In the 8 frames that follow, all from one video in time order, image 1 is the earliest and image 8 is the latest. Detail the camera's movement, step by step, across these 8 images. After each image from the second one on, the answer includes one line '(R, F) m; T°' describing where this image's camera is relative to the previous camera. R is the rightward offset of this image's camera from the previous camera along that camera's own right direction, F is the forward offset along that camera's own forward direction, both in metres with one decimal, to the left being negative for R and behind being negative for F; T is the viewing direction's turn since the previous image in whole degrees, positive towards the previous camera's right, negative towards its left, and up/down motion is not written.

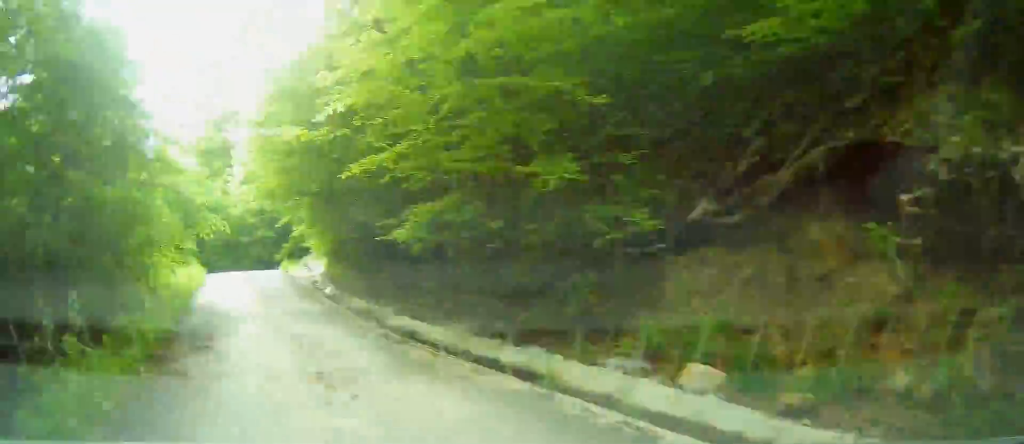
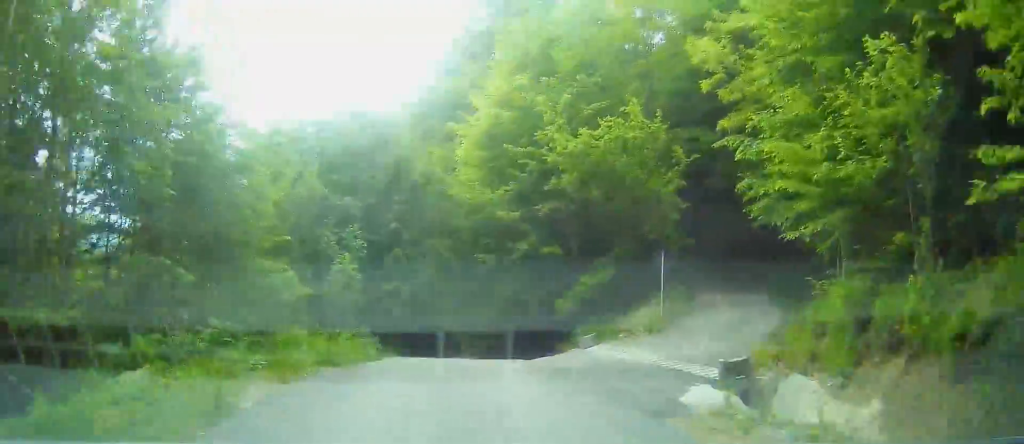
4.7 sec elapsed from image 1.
(-5.6, +28.8) m; -14°
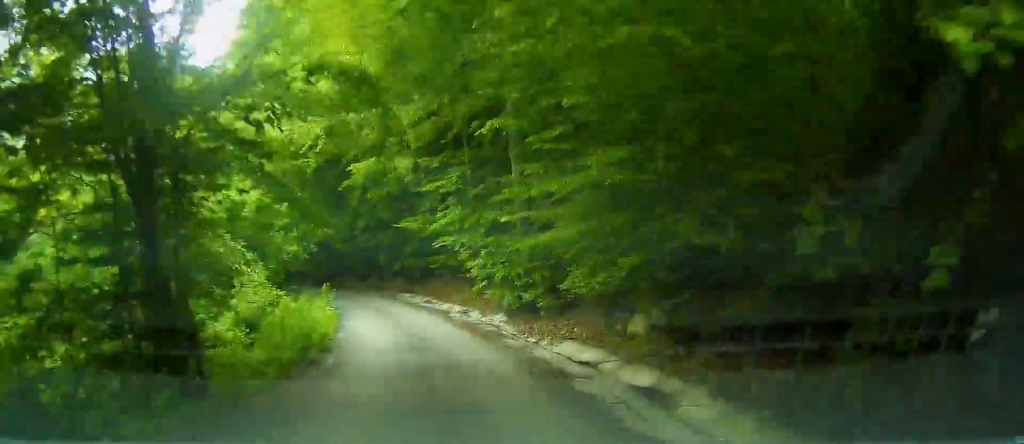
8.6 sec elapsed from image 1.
(-0.4, +27.1) m; -11°
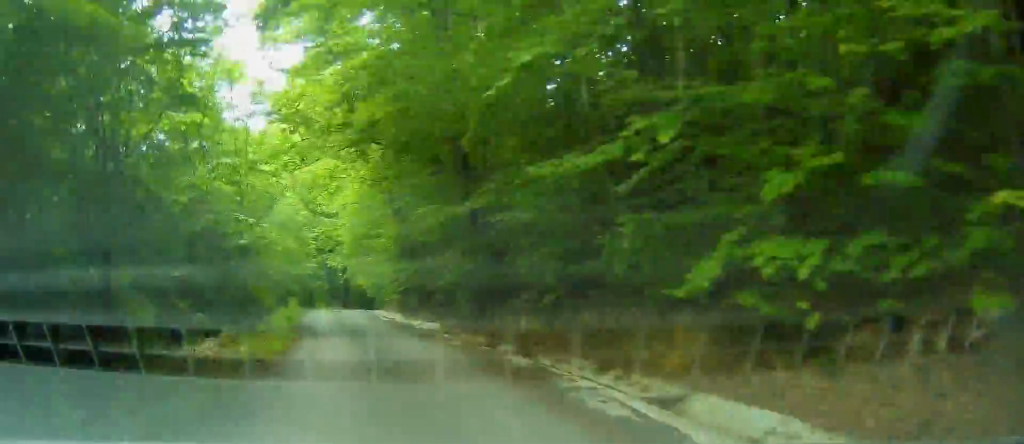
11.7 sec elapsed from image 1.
(-3.2, +21.6) m; -8°
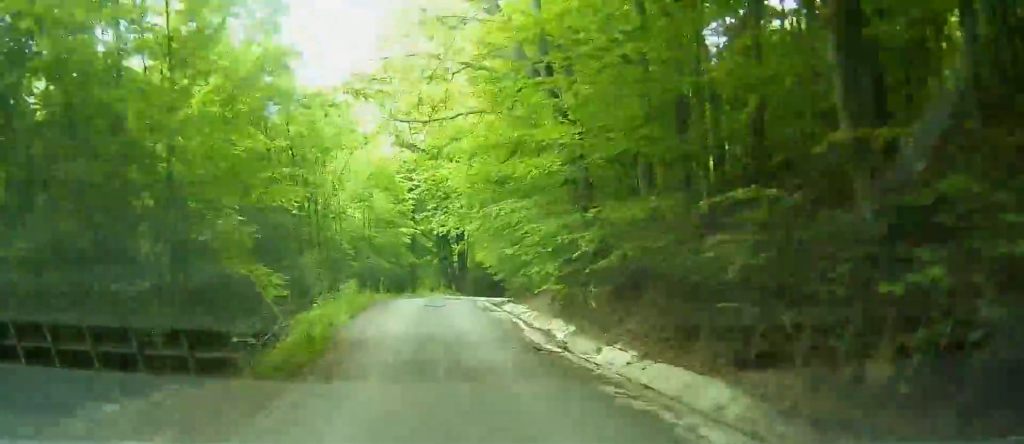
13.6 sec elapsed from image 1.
(-1.2, +13.9) m; -5°
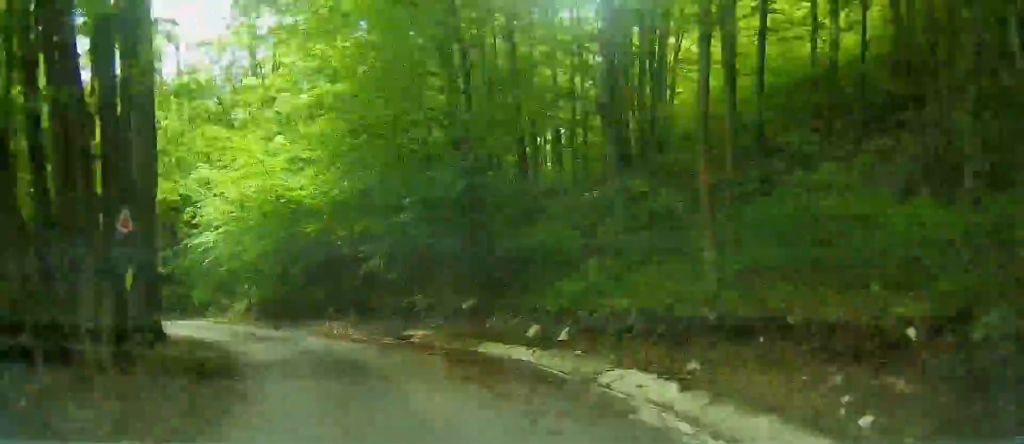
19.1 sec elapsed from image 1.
(-2.8, +37.4) m; -16°
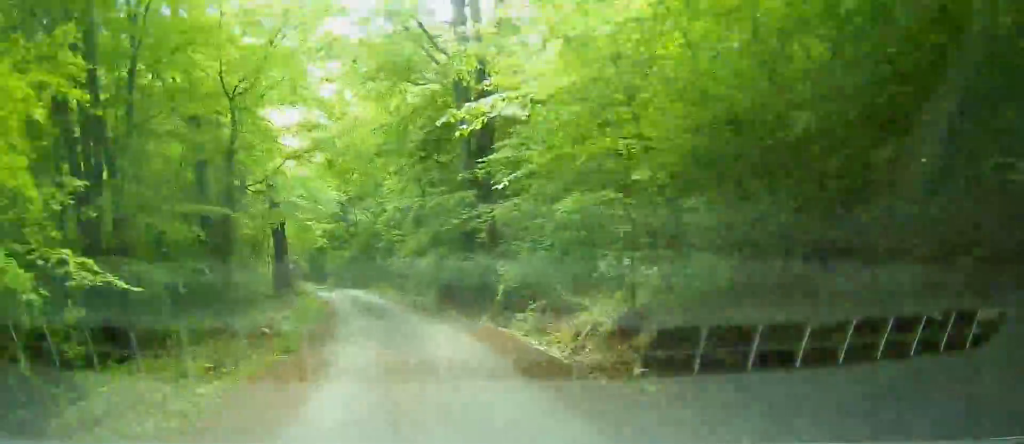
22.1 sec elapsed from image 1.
(-2.0, +19.1) m; -12°
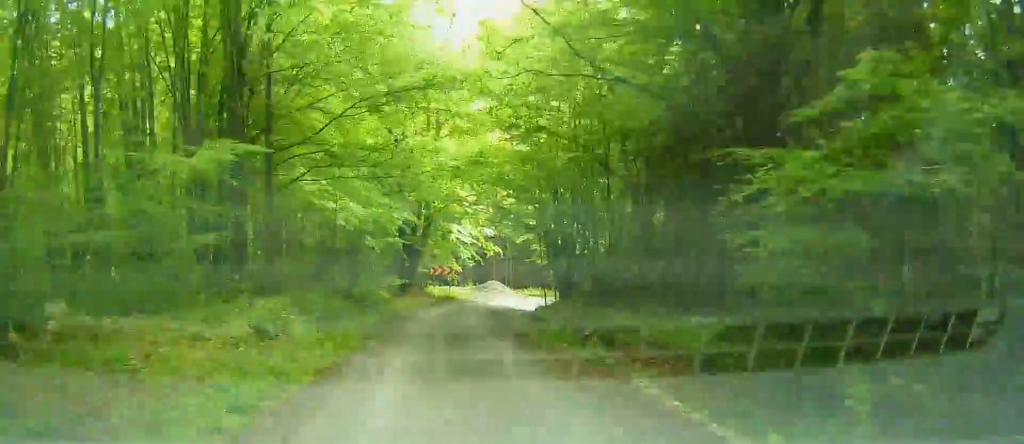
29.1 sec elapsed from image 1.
(-7.3, +41.5) m; -10°
